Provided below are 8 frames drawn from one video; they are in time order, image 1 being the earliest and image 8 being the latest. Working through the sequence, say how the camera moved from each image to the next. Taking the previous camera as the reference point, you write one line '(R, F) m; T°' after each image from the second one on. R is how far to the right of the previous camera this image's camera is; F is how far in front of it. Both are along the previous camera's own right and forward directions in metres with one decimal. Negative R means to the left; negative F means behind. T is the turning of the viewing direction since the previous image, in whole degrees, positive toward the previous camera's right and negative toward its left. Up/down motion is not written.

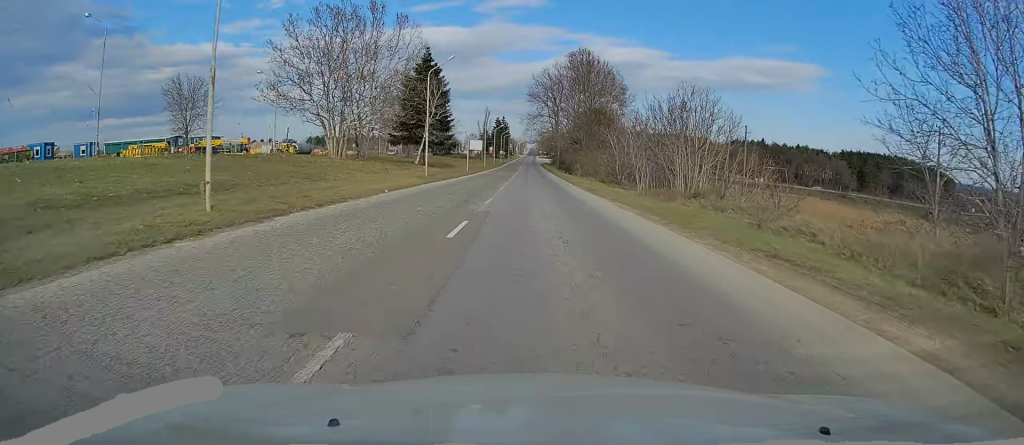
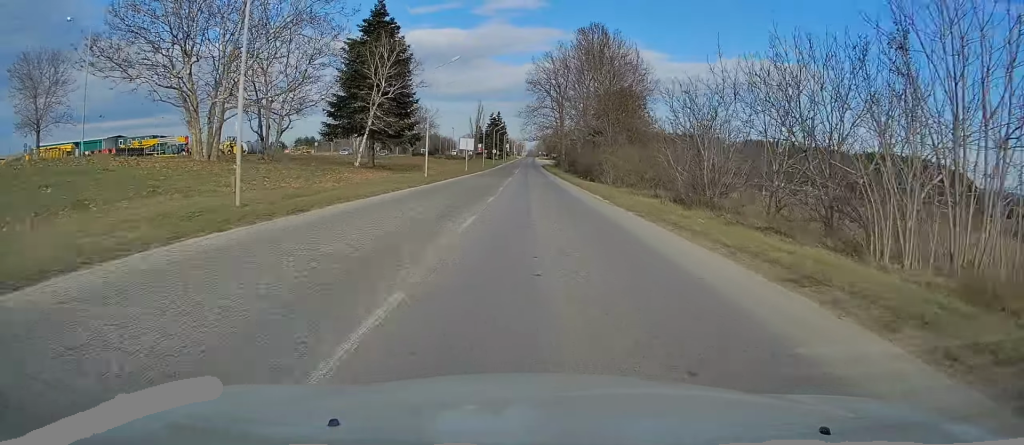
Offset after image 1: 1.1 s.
(-0.1, +25.7) m; 0°
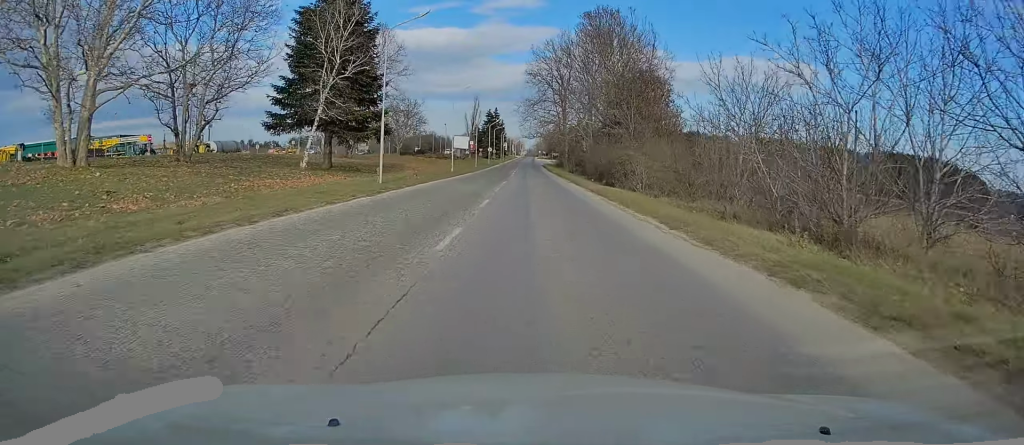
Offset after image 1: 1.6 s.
(+0.1, +11.8) m; 0°
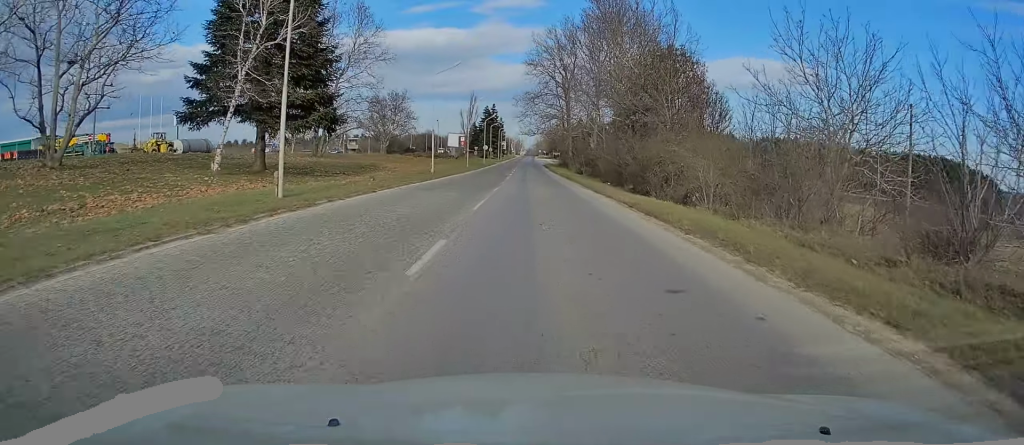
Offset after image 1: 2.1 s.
(-0.1, +11.1) m; 0°
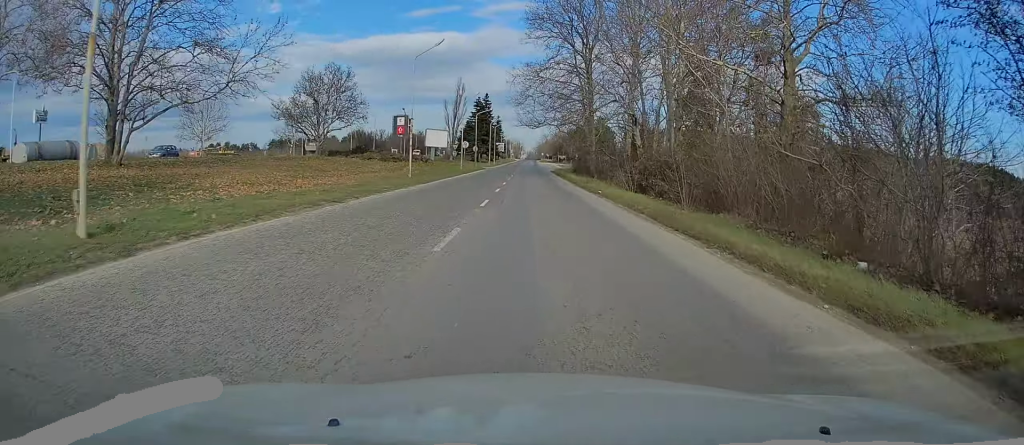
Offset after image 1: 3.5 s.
(0.0, +34.1) m; 0°
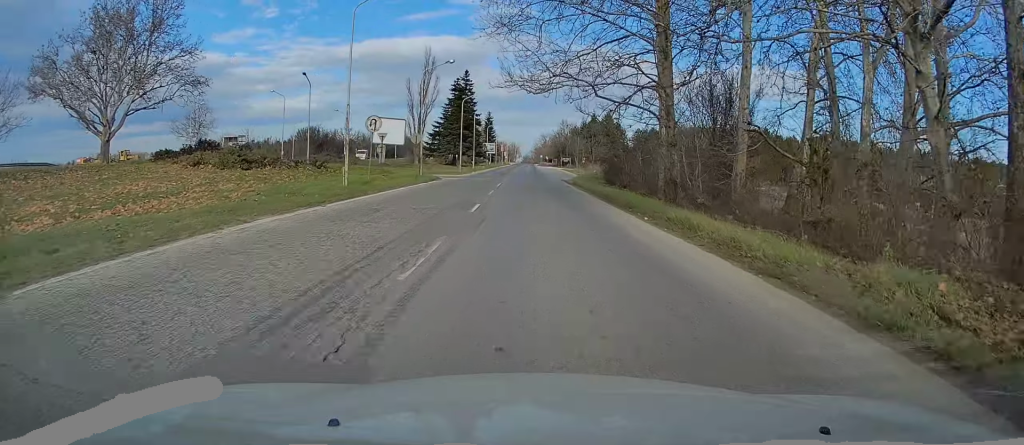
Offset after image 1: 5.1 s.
(-0.1, +38.0) m; 0°
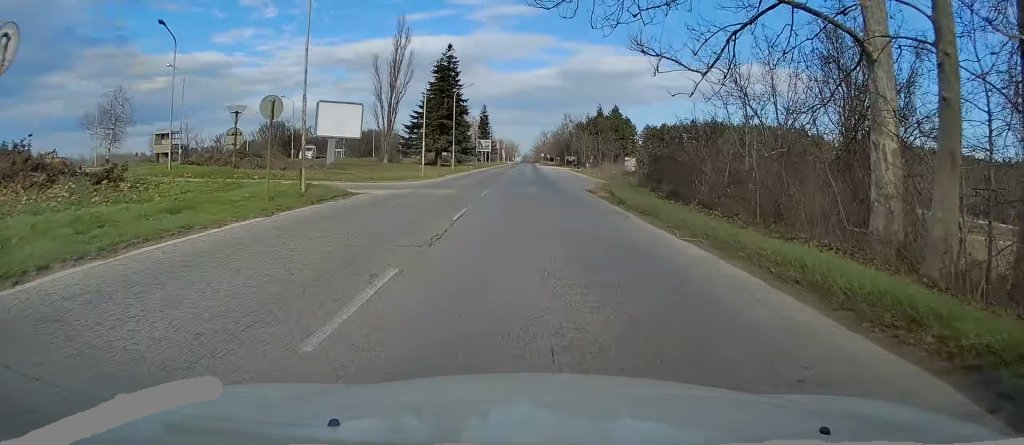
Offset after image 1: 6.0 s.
(+0.2, +20.5) m; 0°
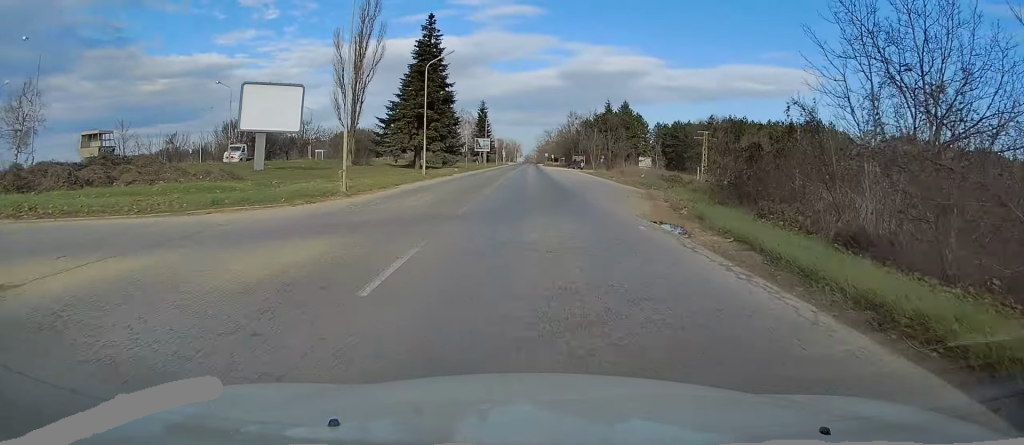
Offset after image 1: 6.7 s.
(0.0, +16.4) m; -1°
